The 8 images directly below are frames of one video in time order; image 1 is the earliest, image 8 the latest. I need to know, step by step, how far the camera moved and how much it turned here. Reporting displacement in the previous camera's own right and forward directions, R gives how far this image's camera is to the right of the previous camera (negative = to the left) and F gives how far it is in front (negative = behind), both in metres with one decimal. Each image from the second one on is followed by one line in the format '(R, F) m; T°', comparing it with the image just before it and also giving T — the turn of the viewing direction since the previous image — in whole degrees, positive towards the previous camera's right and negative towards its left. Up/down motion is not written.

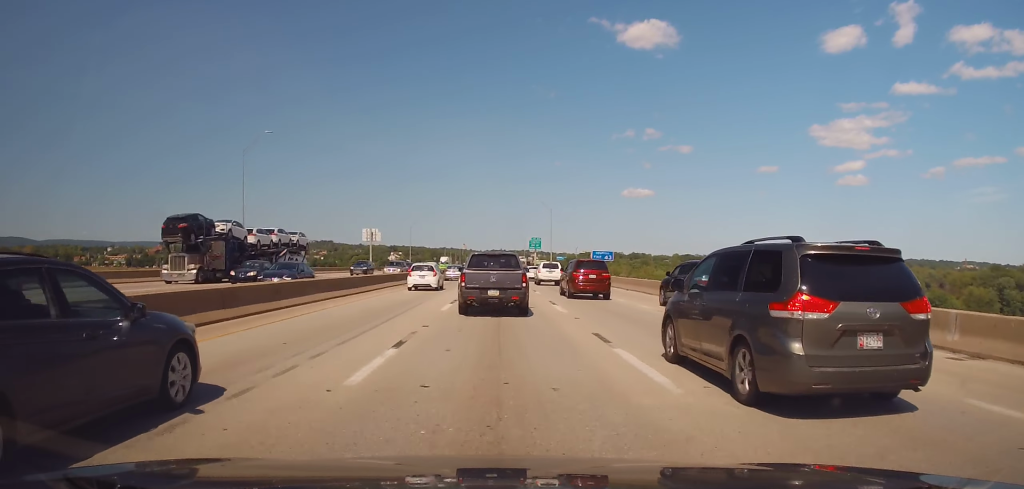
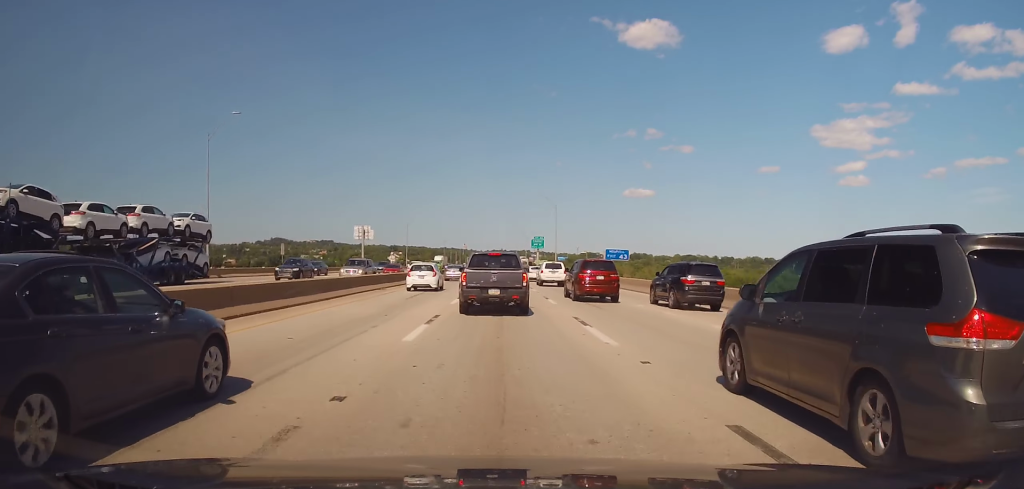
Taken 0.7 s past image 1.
(0.0, +8.2) m; -1°
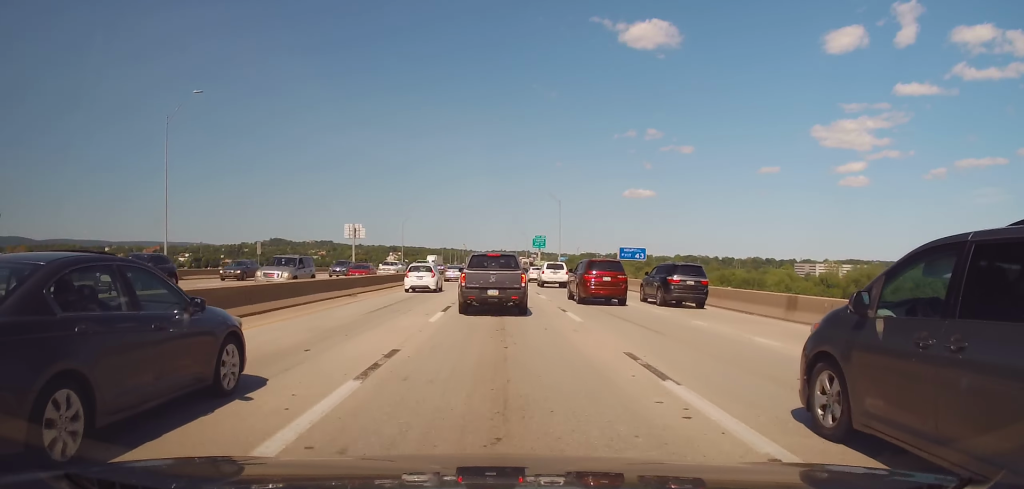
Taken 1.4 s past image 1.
(-0.2, +7.4) m; +2°
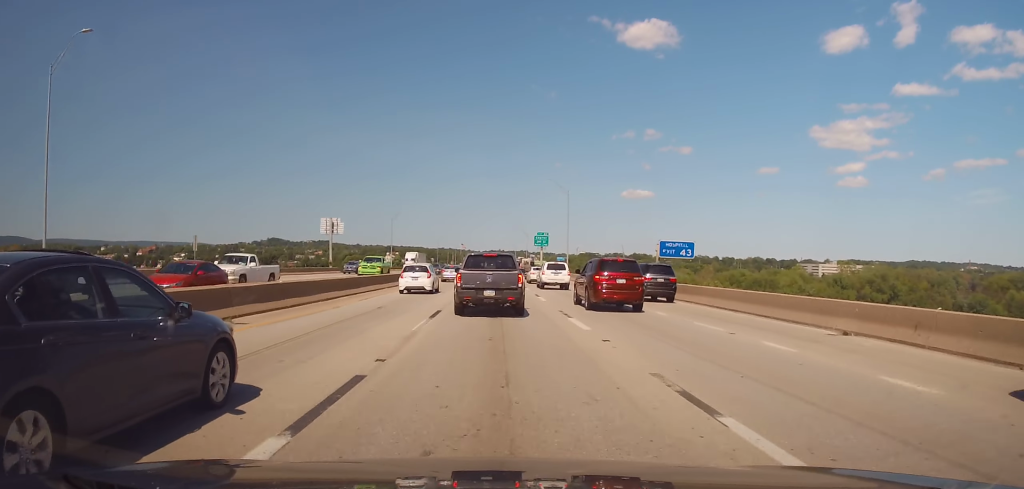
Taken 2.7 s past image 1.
(+0.6, +14.1) m; +1°
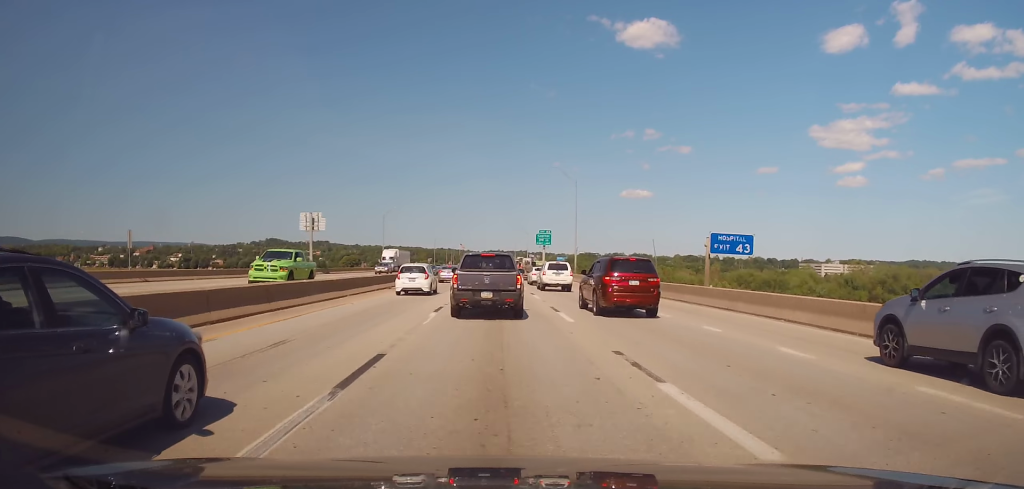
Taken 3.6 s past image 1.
(-0.6, +9.9) m; -1°
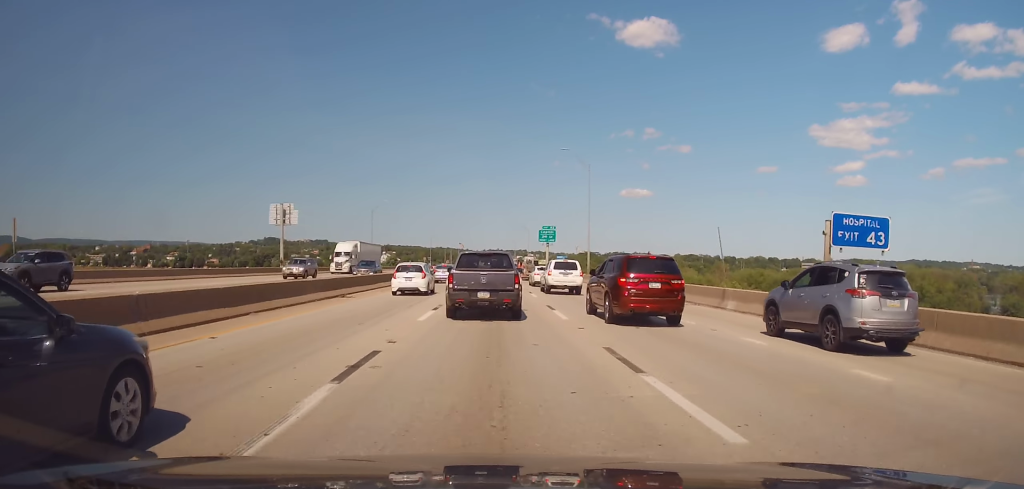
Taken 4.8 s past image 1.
(+0.4, +11.8) m; +1°
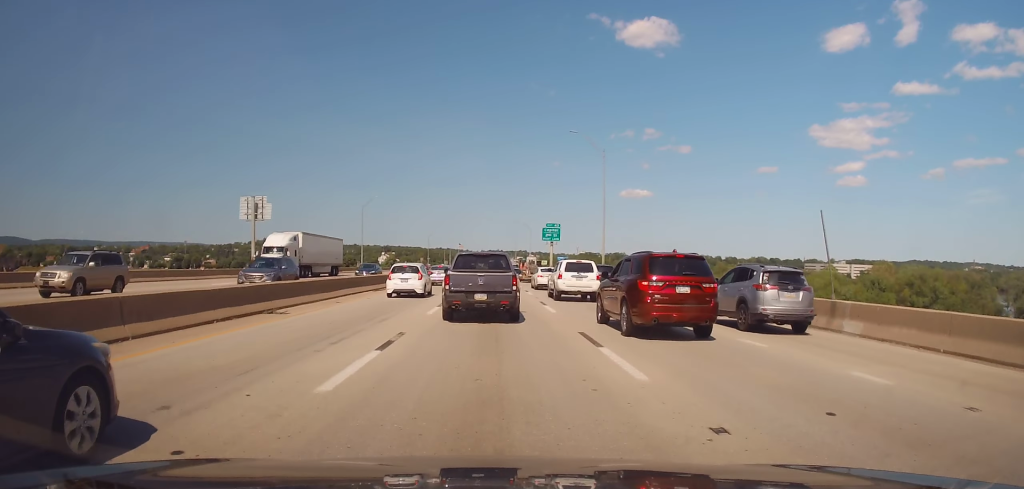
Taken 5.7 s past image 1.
(-0.2, +9.2) m; -1°
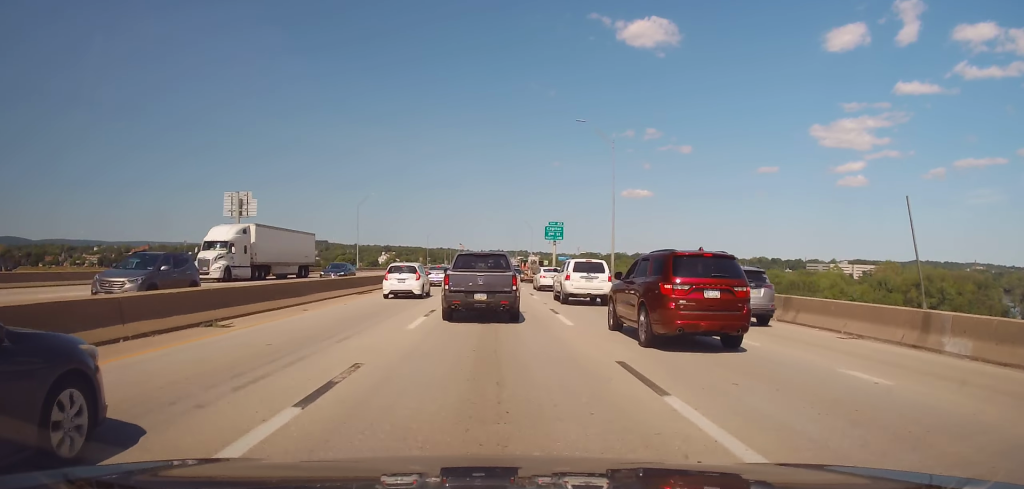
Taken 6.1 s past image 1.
(0.0, +4.3) m; 0°
